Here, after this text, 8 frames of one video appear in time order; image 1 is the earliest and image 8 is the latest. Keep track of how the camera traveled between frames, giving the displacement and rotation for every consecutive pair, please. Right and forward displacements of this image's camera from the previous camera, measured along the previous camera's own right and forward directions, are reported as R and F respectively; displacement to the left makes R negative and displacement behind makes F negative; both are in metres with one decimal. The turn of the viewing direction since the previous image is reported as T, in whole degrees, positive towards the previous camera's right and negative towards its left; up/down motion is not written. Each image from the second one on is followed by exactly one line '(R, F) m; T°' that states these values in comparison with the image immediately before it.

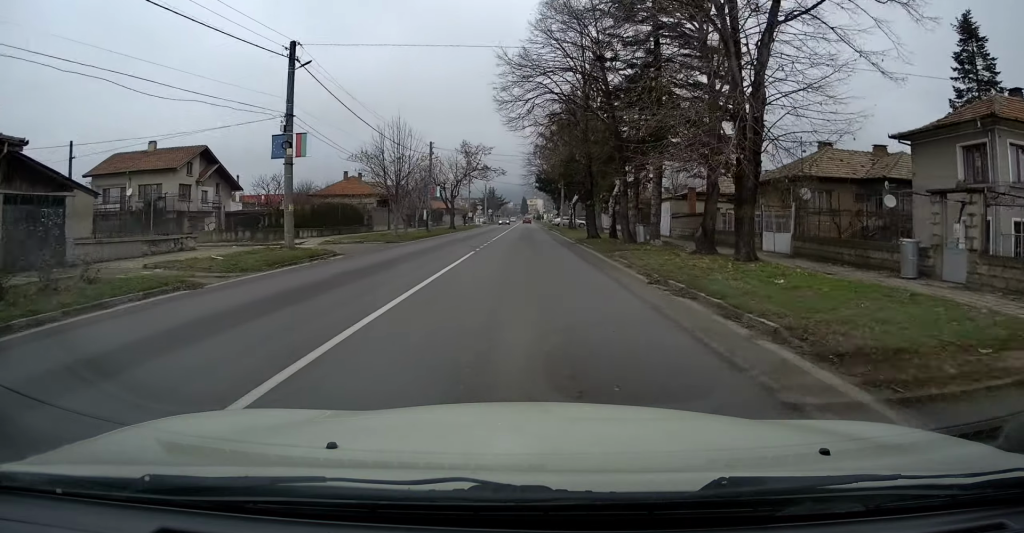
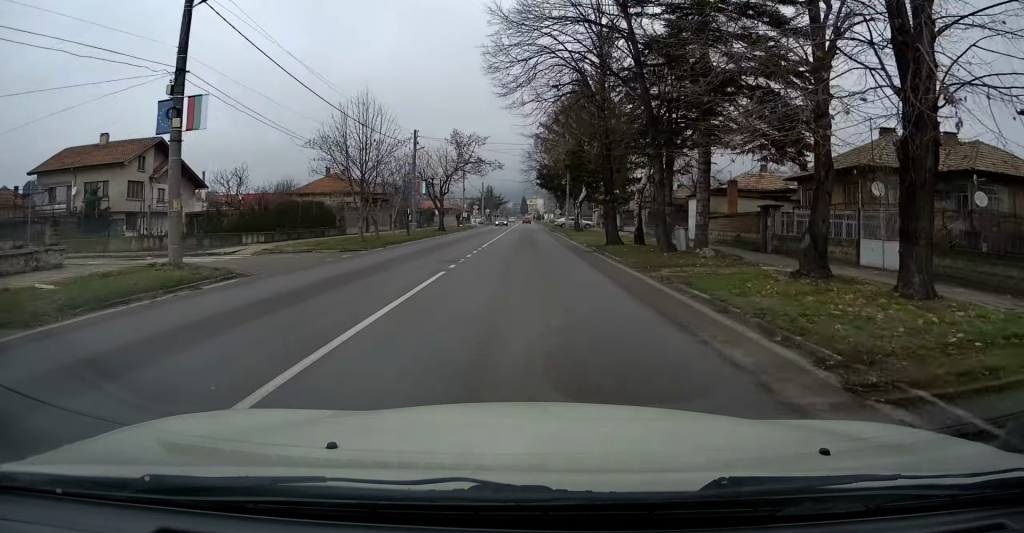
(+0.1, +7.5) m; 0°
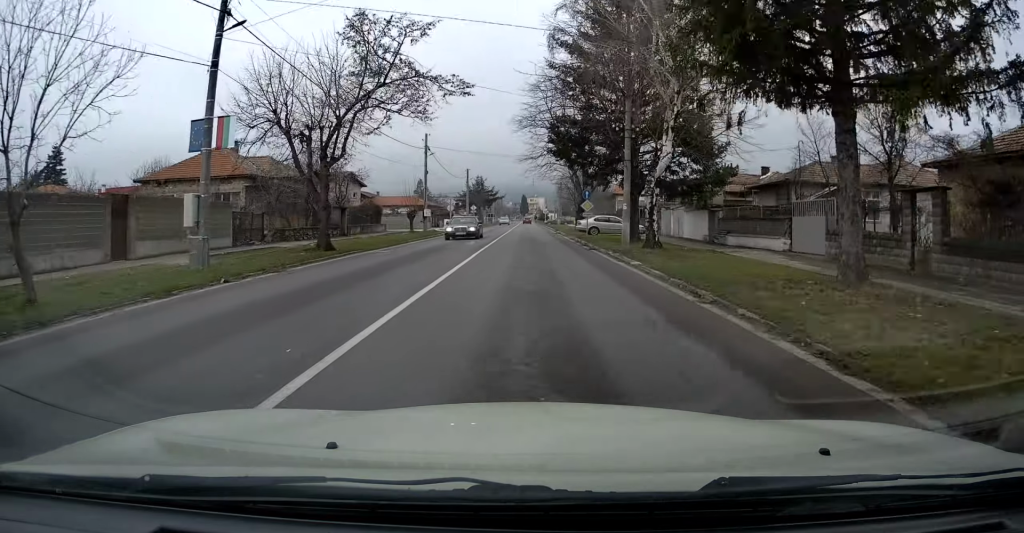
(-0.1, +29.9) m; -1°
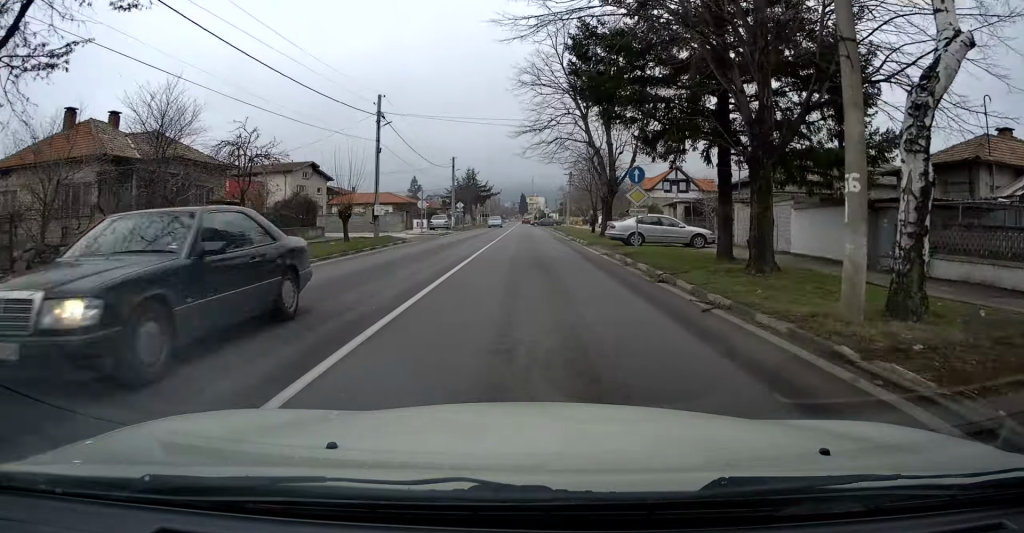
(-0.1, +15.5) m; 0°
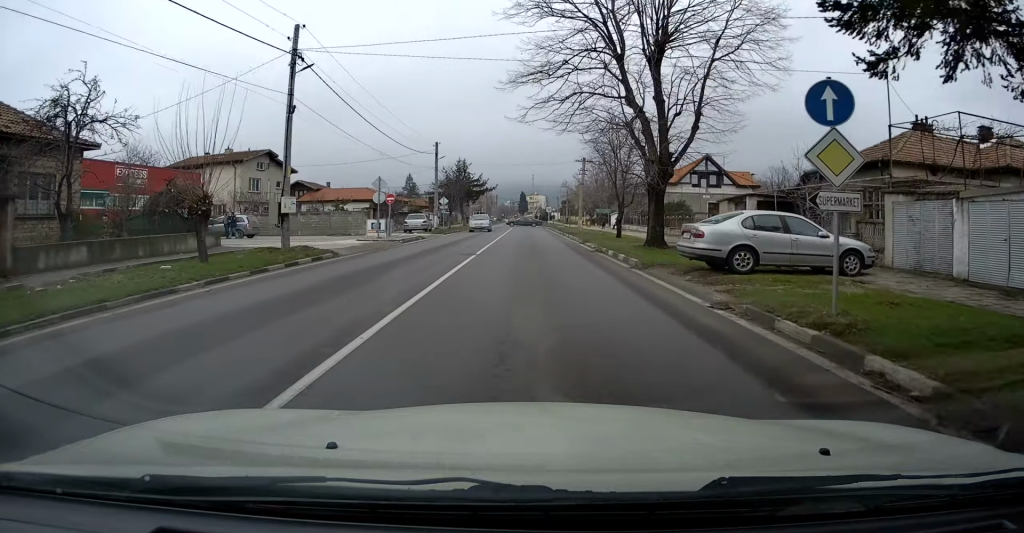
(+0.1, +12.5) m; 0°
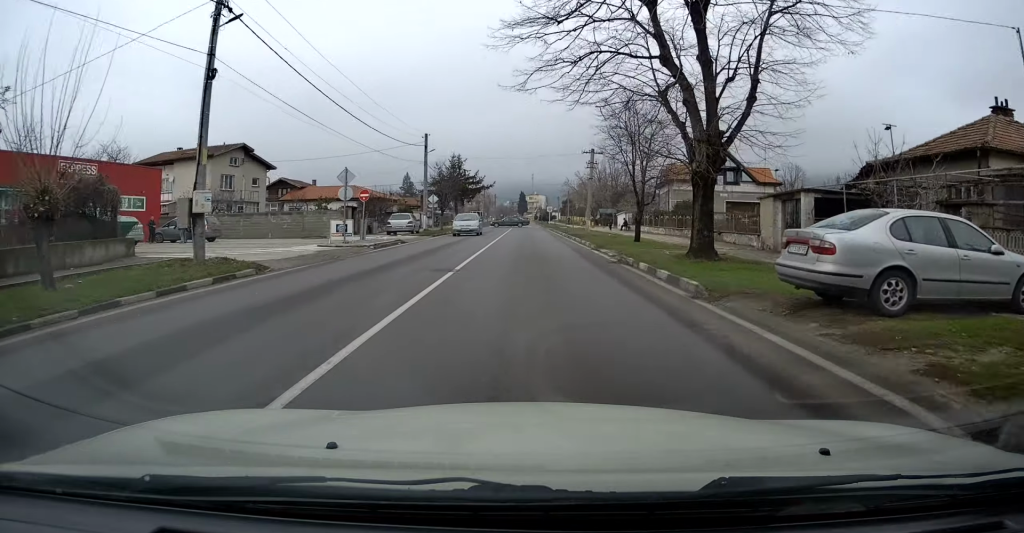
(+0.1, +5.7) m; 0°
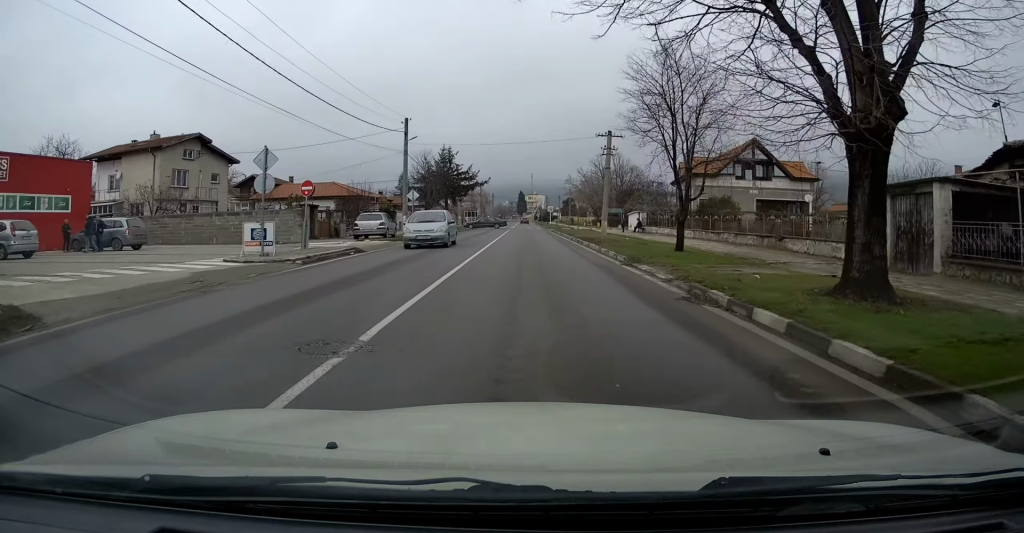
(-0.1, +7.8) m; -1°
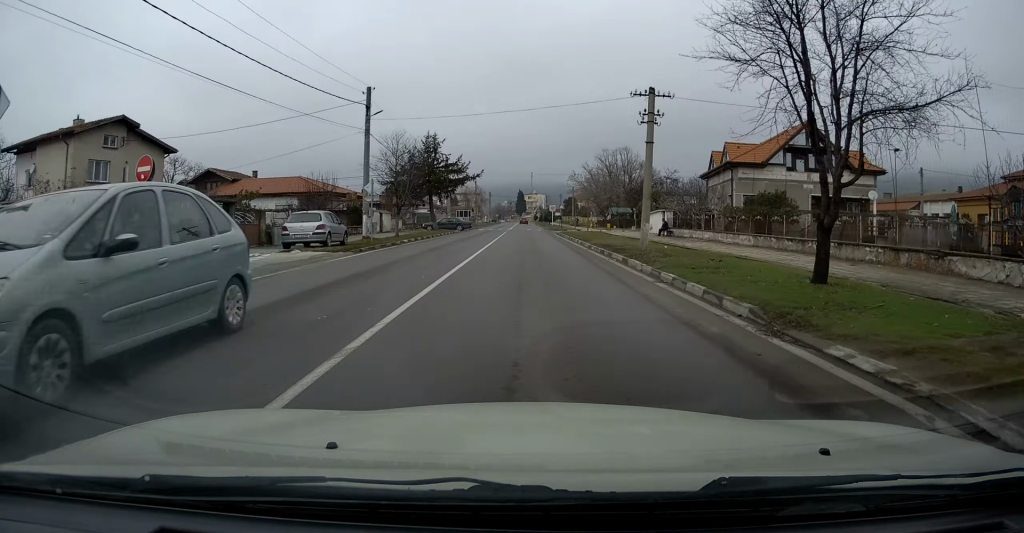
(-0.1, +9.9) m; 0°
